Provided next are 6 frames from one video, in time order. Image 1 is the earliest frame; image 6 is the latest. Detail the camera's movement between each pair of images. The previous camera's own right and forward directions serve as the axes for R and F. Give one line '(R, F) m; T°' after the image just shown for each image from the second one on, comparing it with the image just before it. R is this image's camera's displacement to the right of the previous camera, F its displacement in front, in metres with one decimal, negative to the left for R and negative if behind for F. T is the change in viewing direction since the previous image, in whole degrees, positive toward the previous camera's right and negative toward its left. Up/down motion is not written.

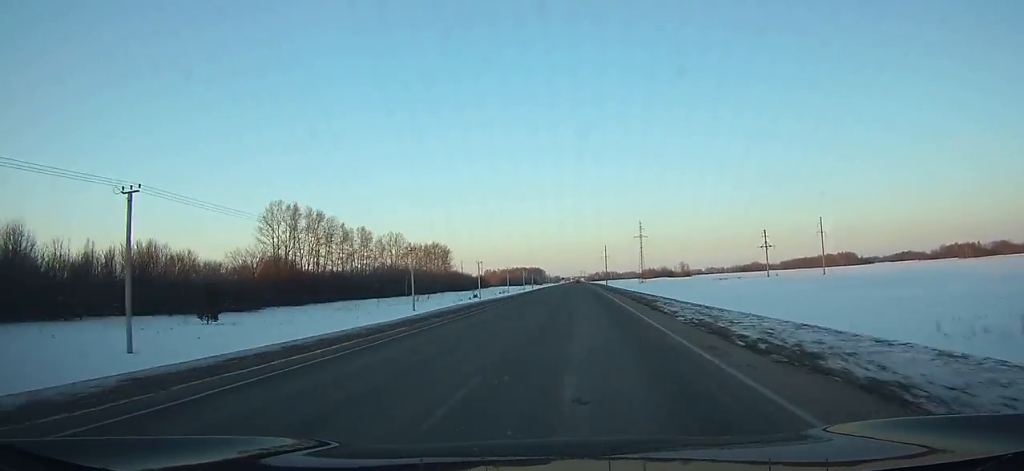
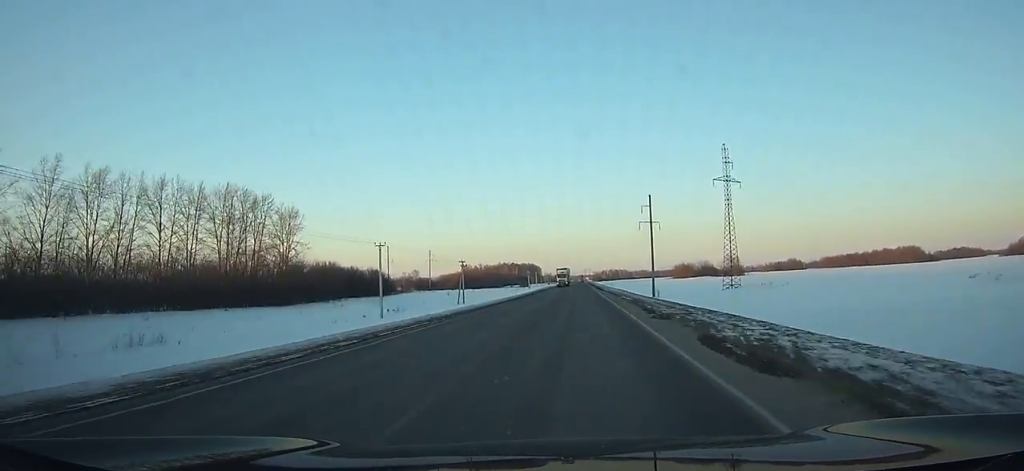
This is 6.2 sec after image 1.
(-0.4, +171.1) m; 0°
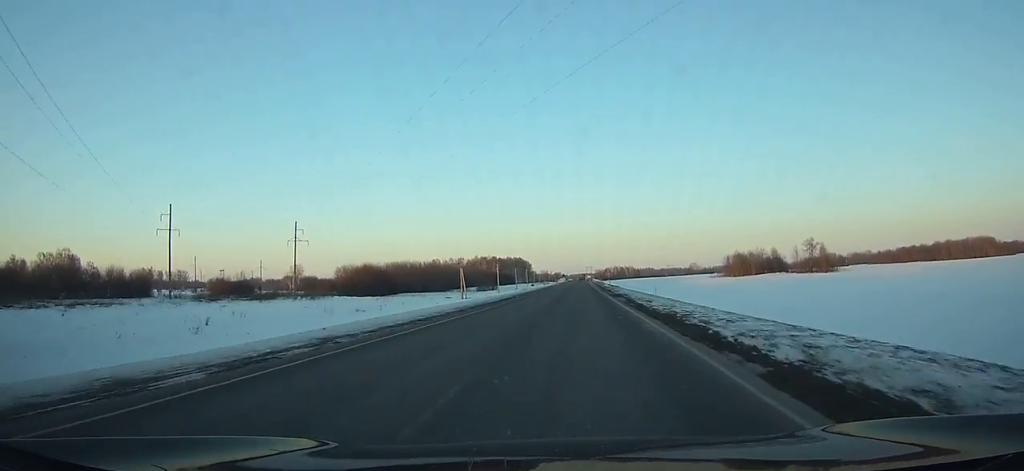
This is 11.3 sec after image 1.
(-0.4, +141.9) m; 0°
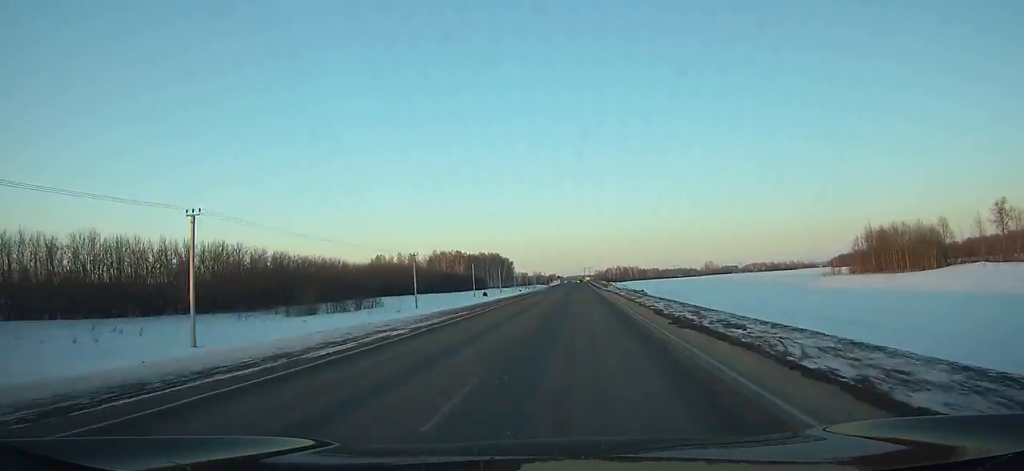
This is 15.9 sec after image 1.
(+0.1, +128.8) m; 0°
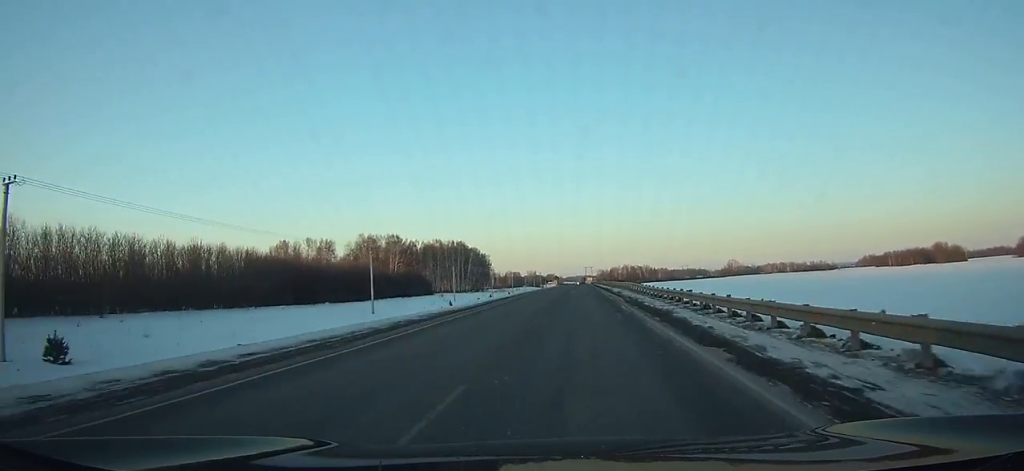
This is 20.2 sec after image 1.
(+0.1, +120.4) m; 0°
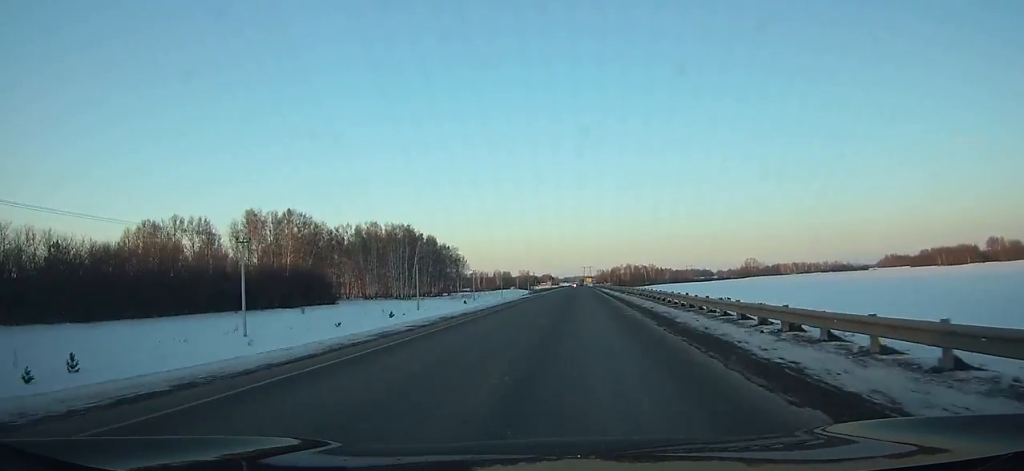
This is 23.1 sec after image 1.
(-0.1, +80.9) m; 0°
